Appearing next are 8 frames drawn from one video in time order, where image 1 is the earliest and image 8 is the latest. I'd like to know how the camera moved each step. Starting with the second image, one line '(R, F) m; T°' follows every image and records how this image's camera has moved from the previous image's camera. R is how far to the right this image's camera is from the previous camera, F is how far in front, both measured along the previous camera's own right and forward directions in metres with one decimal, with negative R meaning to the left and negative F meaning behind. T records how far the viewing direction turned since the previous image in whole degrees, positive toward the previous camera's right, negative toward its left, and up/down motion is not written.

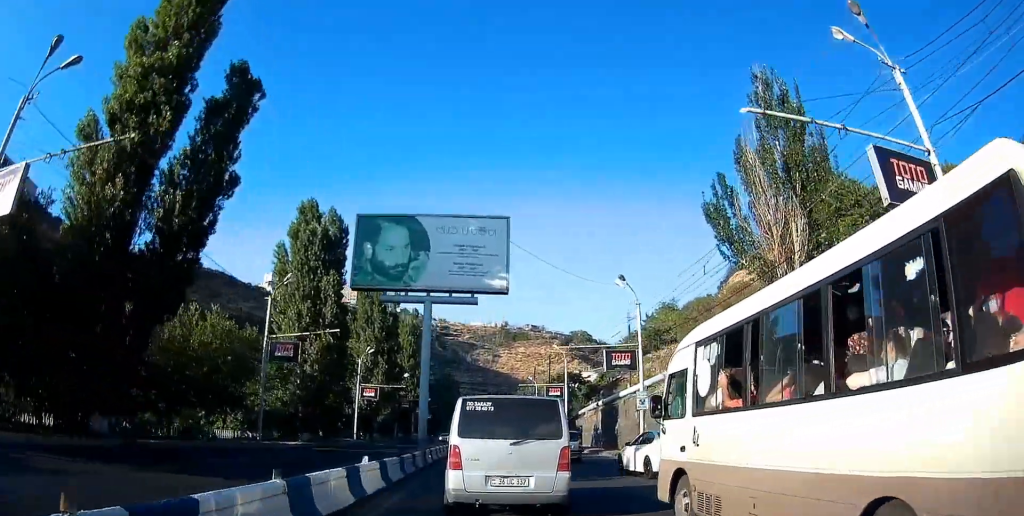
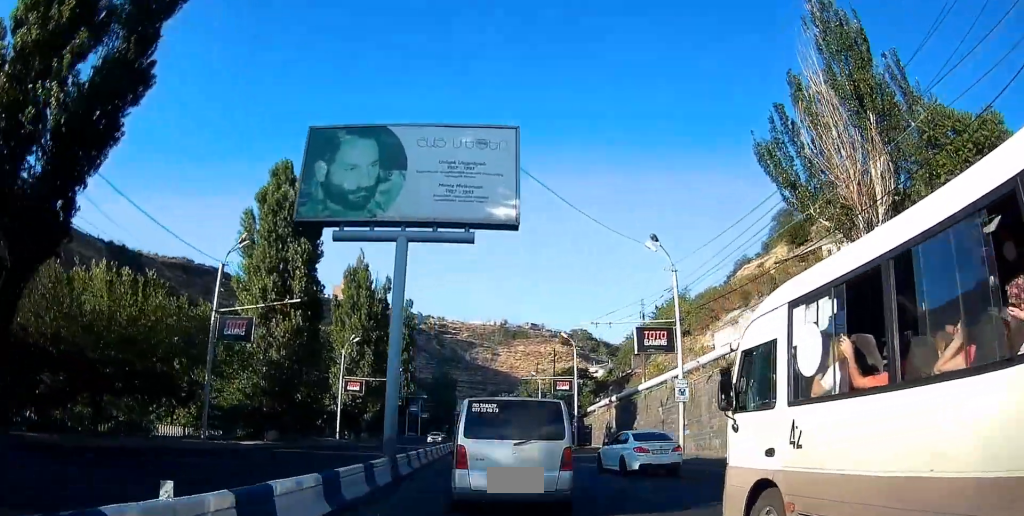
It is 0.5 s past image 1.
(-0.2, +7.4) m; 0°
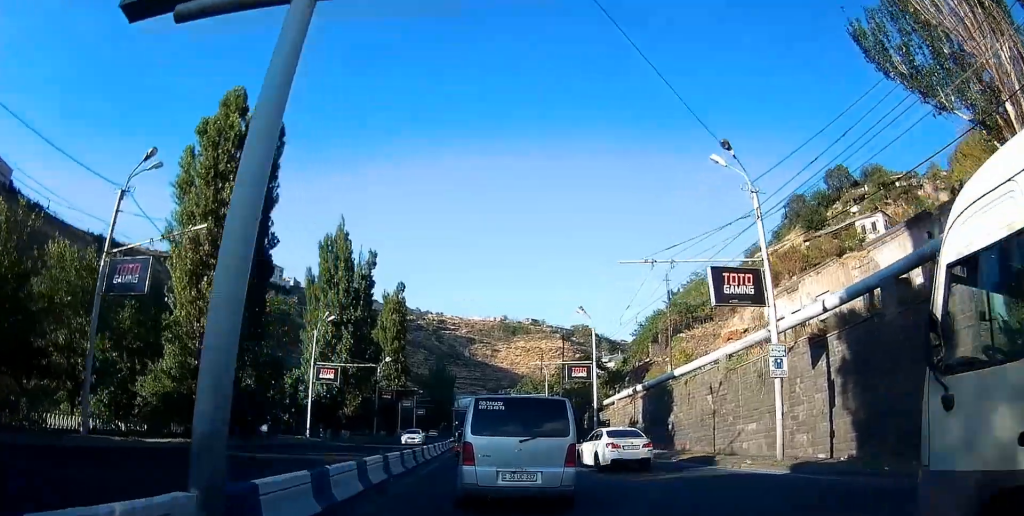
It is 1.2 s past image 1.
(+0.2, +9.8) m; +2°
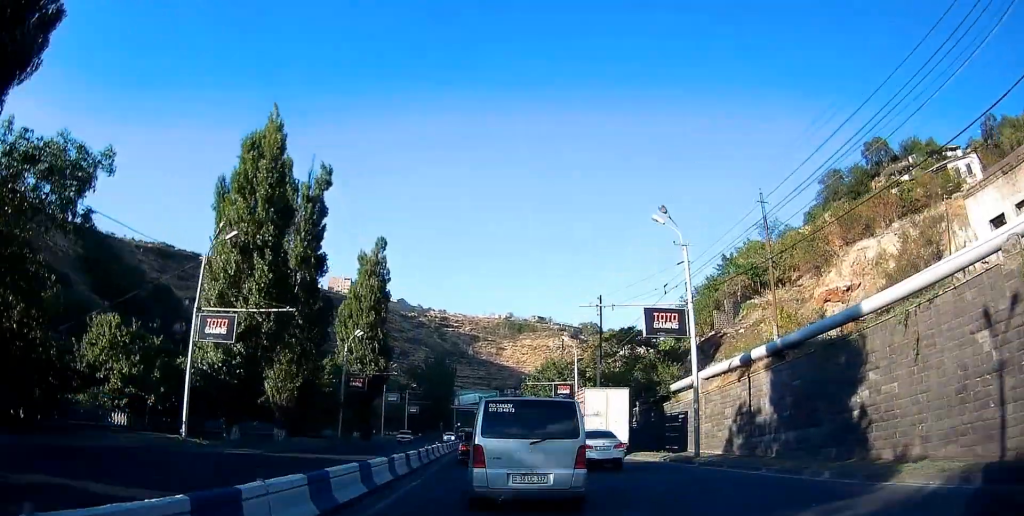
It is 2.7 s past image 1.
(+0.4, +21.3) m; -1°
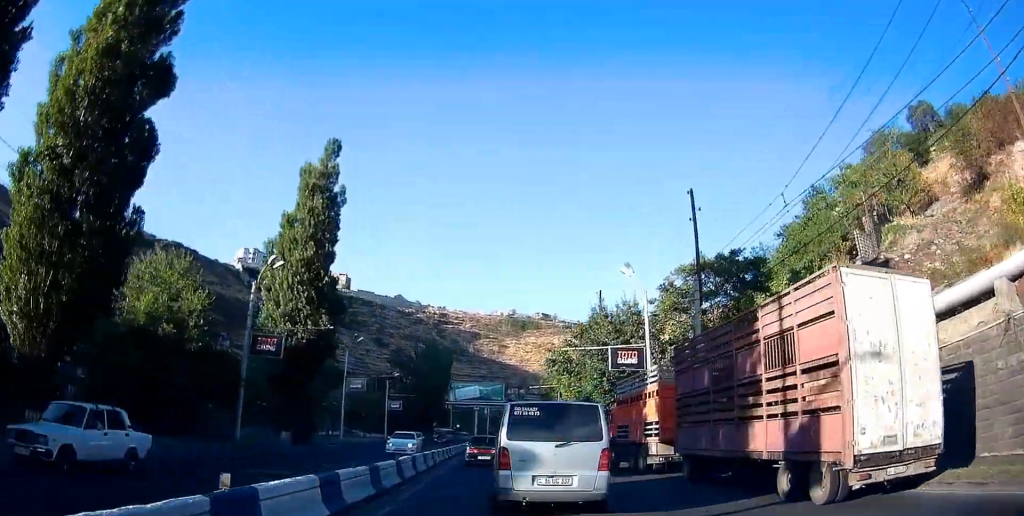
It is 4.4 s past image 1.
(-0.5, +25.0) m; 0°
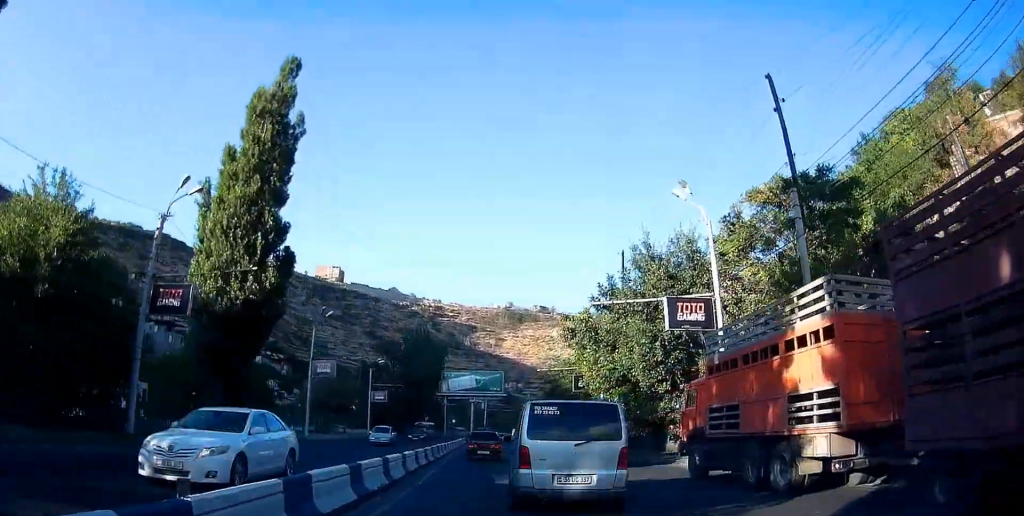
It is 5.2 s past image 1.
(0.0, +10.9) m; +1°
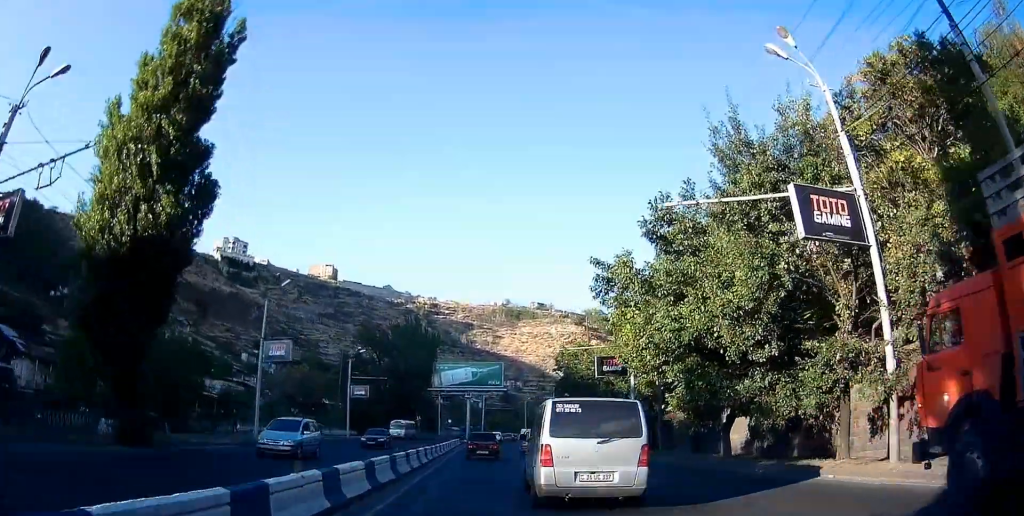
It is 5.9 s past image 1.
(+0.1, +10.5) m; 0°
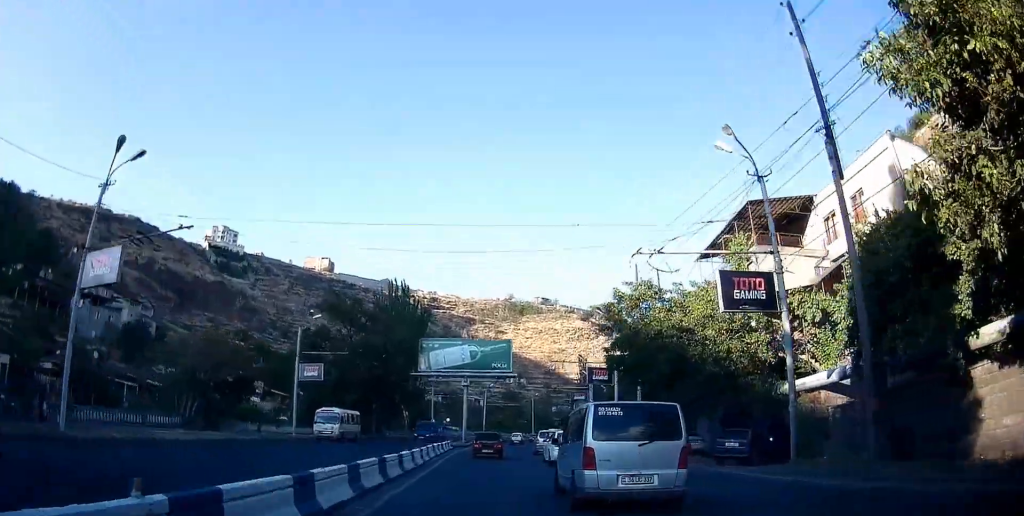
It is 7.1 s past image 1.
(-0.2, +19.4) m; -1°
